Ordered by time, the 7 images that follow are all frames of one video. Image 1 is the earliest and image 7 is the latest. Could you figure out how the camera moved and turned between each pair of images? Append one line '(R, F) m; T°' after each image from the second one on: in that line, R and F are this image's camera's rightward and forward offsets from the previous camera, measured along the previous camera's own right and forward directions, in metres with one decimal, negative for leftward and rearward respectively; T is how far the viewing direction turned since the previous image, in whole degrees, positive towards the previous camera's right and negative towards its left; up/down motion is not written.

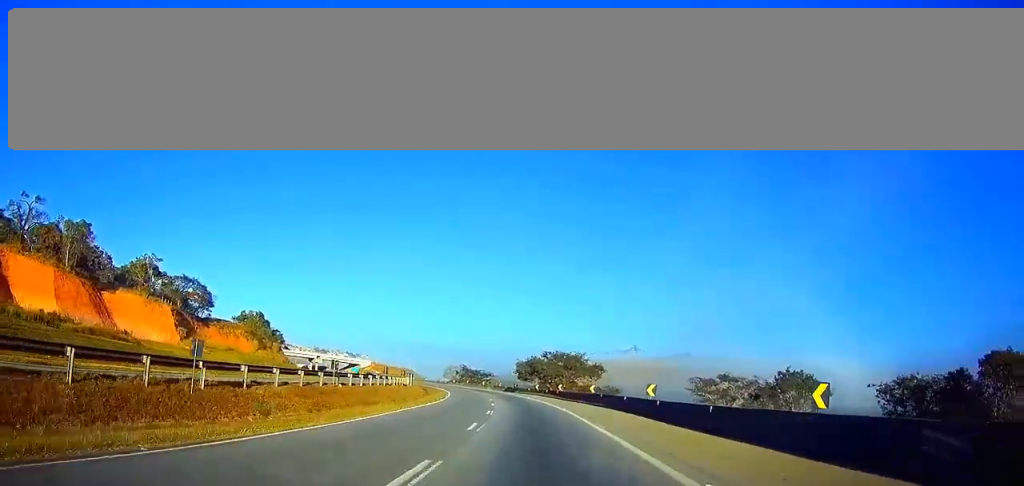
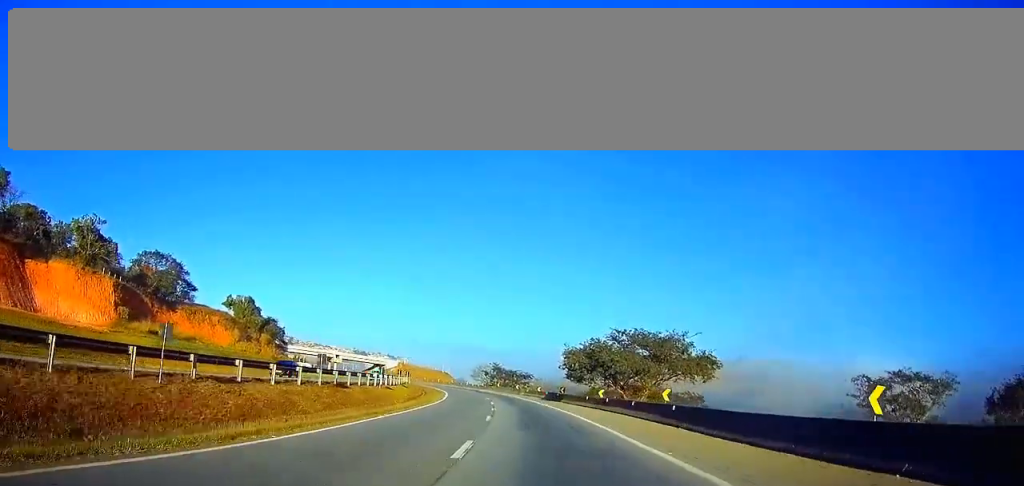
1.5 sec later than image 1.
(-1.5, +41.7) m; -4°
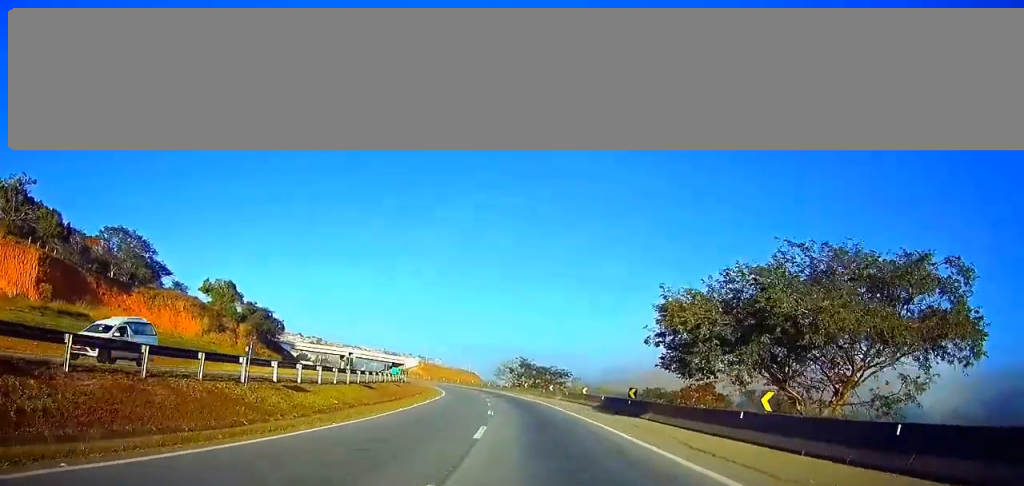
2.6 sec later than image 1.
(-0.9, +31.9) m; -3°
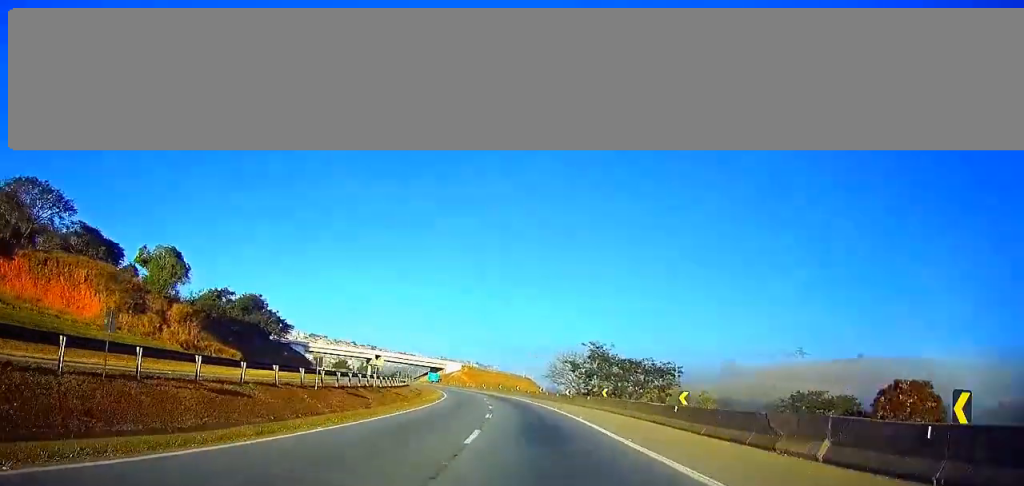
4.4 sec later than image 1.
(-2.0, +49.1) m; -5°
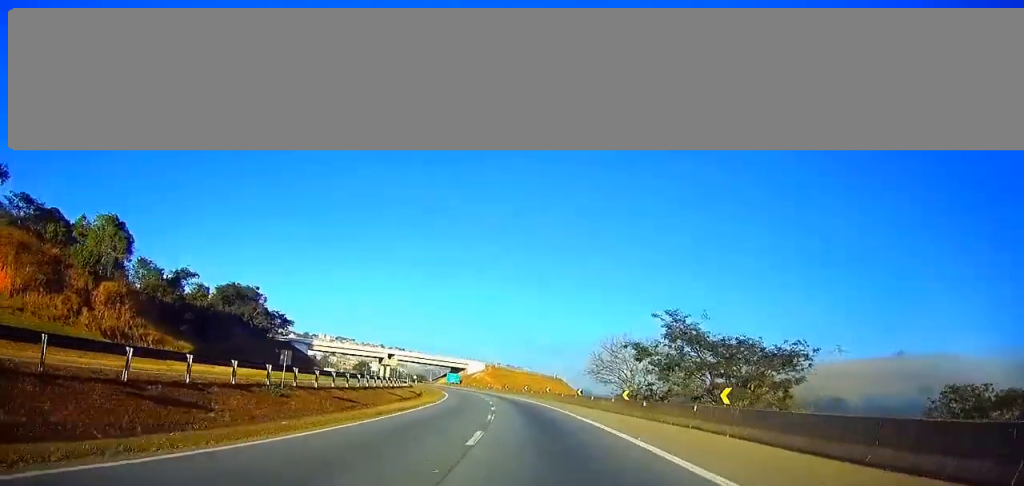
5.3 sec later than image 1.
(-0.6, +25.6) m; -3°
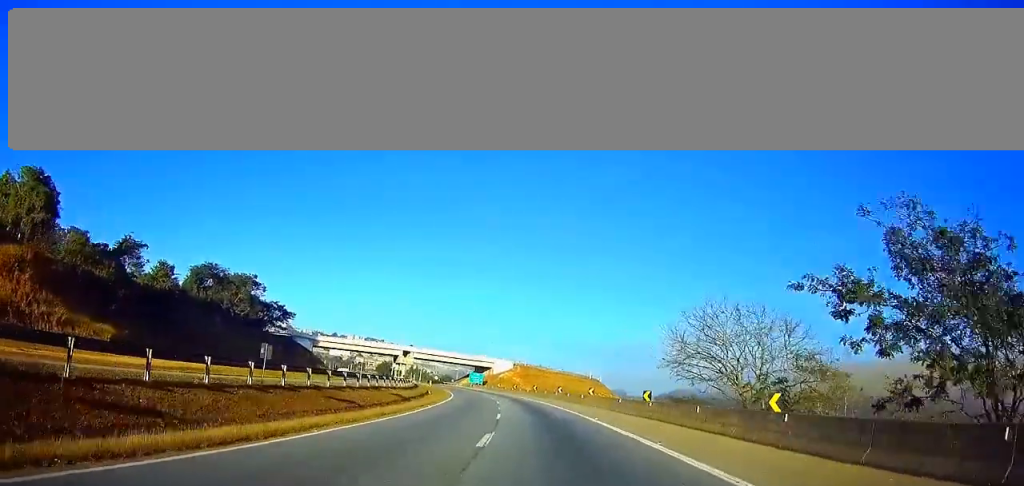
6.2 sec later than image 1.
(-0.7, +23.6) m; -2°
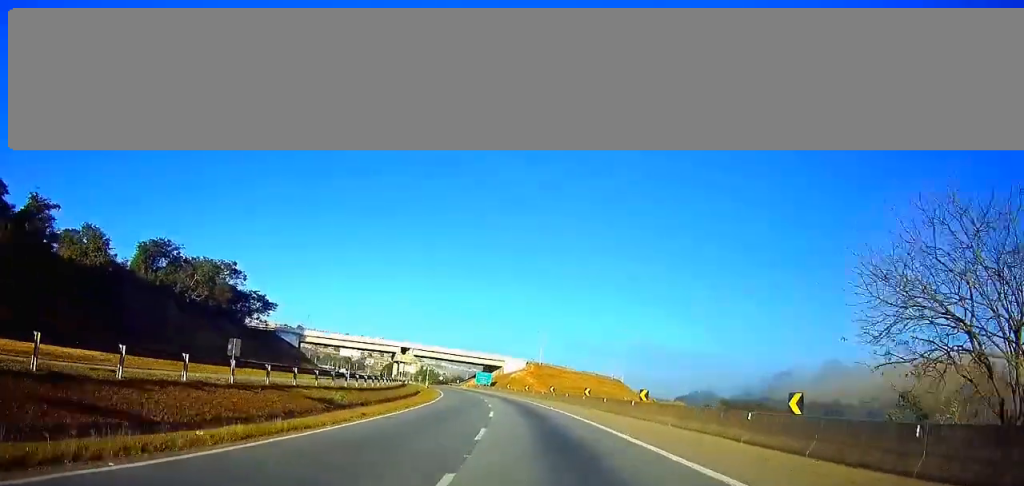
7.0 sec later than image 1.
(0.0, +21.7) m; -2°
